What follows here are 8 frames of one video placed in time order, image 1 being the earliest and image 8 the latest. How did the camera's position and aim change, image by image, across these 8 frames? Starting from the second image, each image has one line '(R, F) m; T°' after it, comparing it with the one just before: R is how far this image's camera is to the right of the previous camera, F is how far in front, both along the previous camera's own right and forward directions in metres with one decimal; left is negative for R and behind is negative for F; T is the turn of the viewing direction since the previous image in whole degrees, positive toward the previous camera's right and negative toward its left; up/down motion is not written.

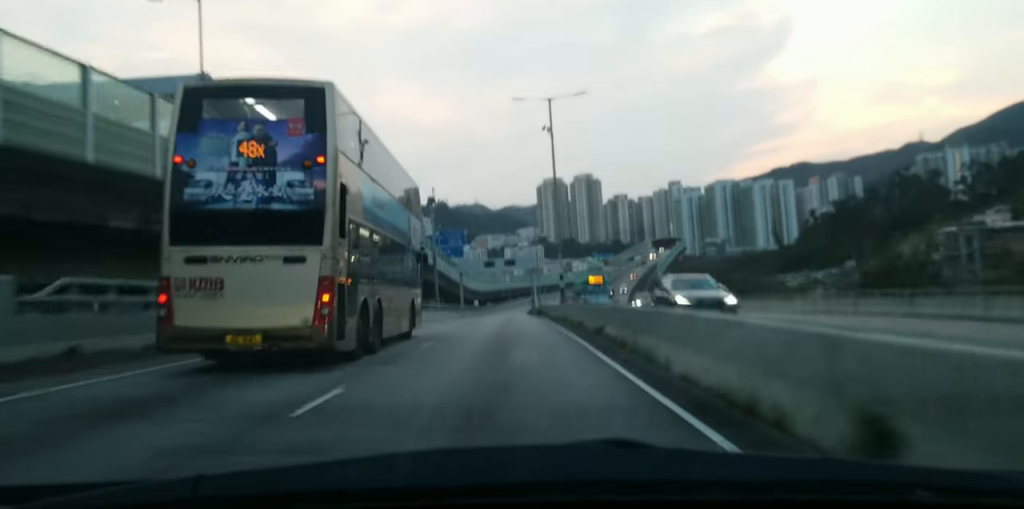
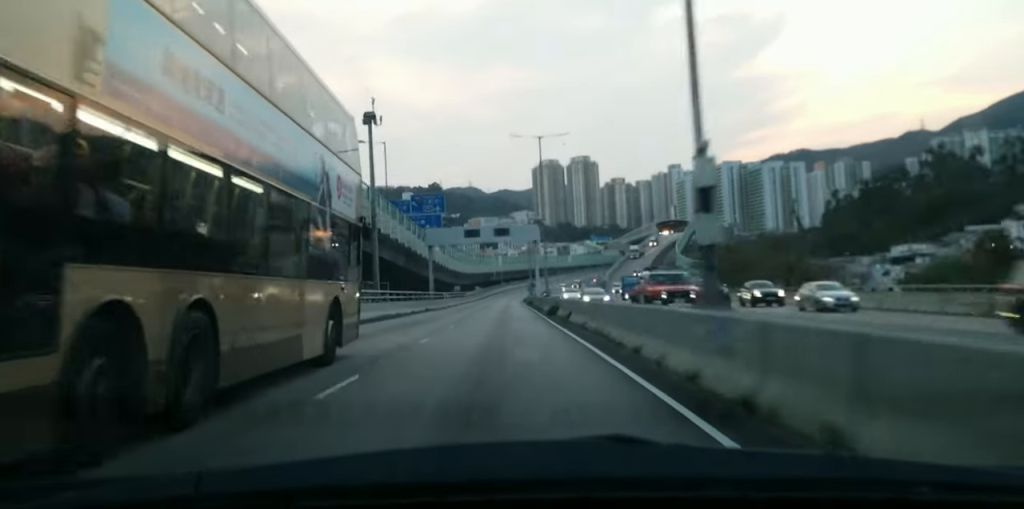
(+0.8, +34.8) m; +2°
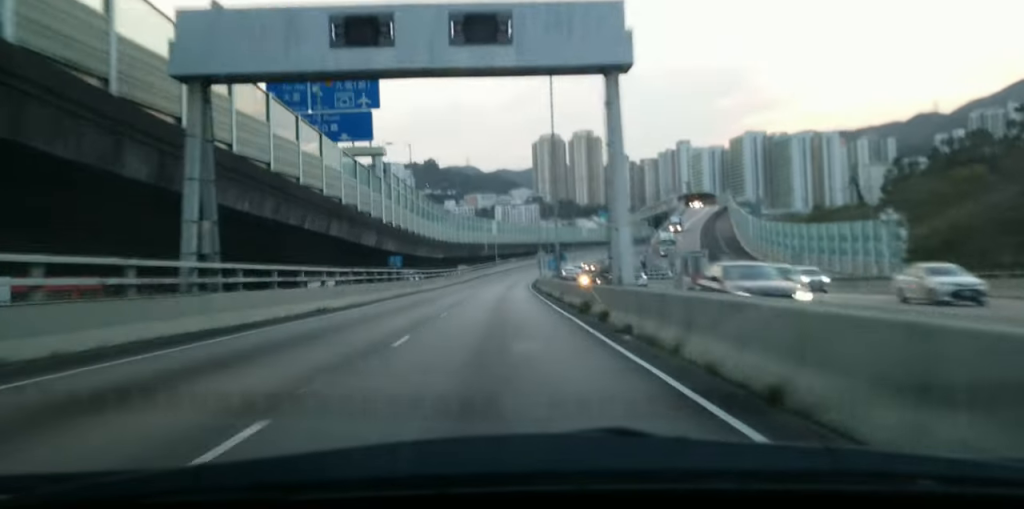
(-0.6, +58.0) m; 0°
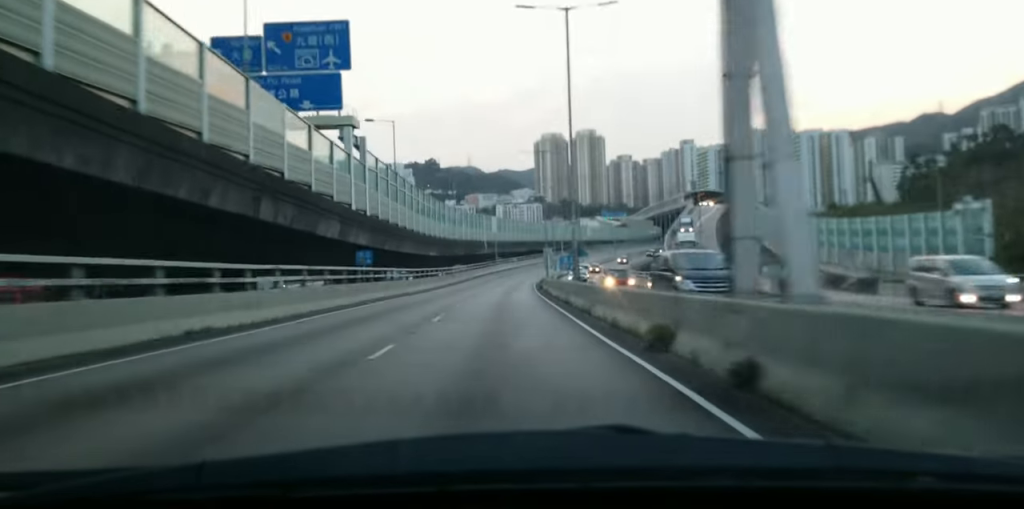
(+0.1, +11.6) m; 0°
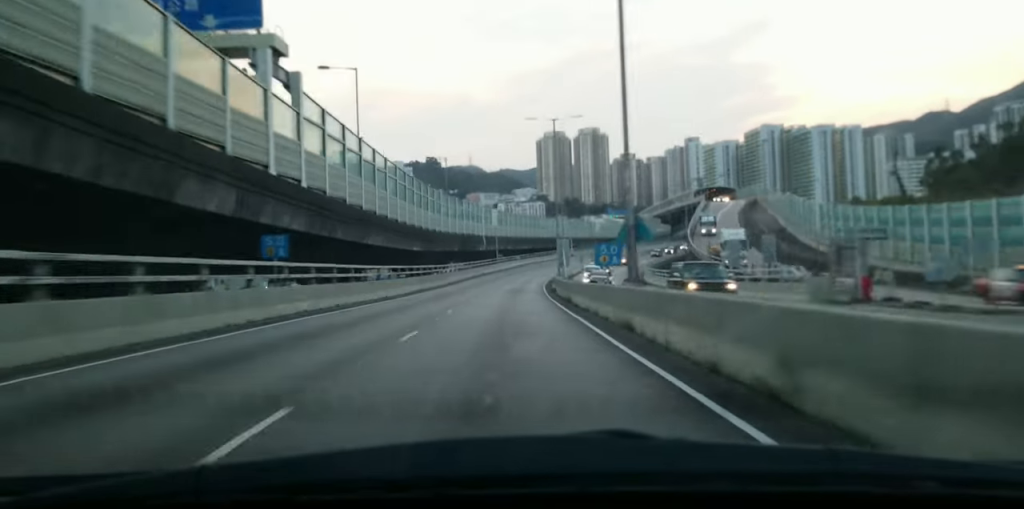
(0.0, +14.5) m; 0°
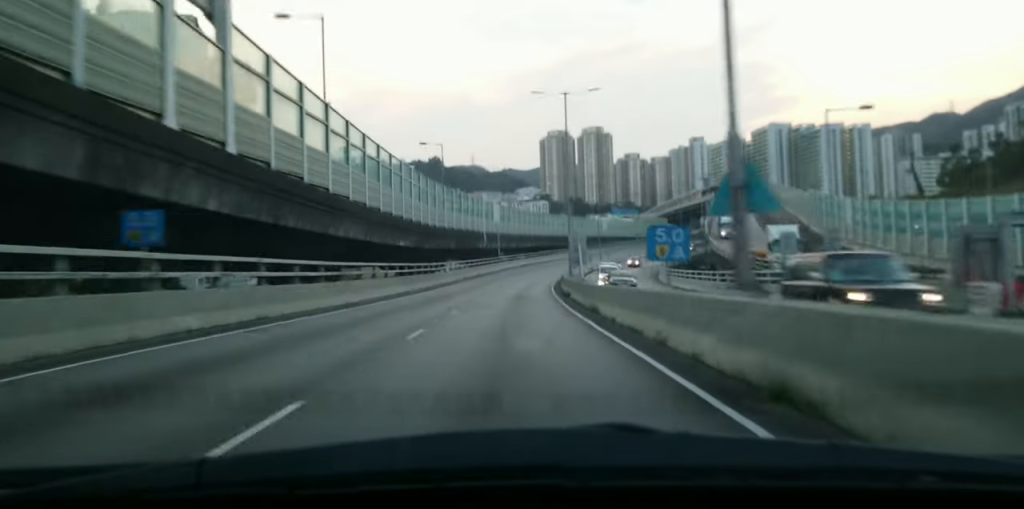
(0.0, +9.7) m; 0°
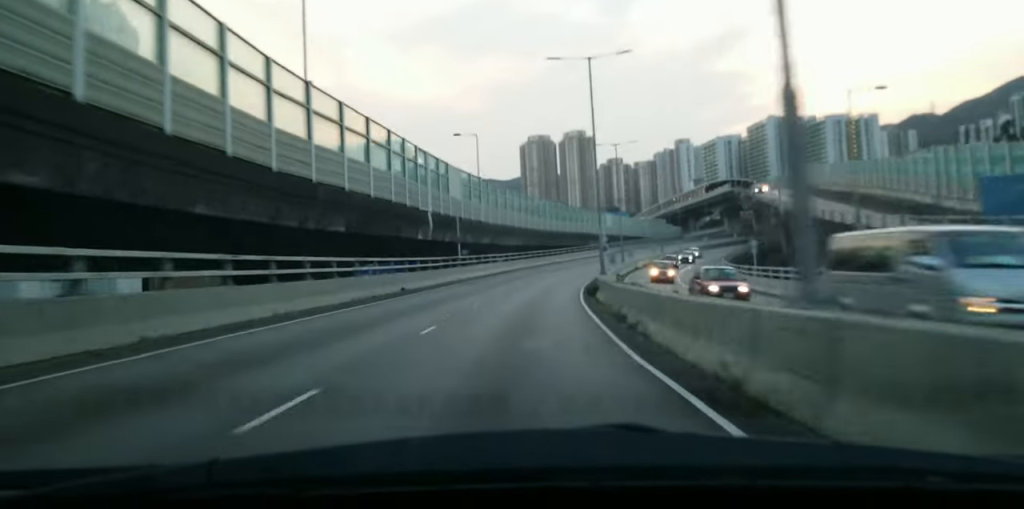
(-0.1, +43.7) m; 0°
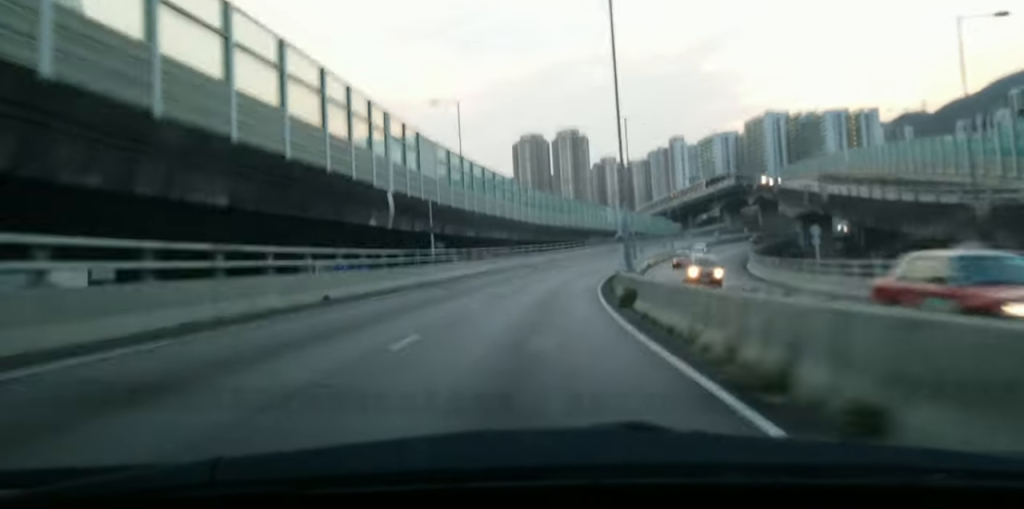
(-0.1, +13.6) m; +1°
